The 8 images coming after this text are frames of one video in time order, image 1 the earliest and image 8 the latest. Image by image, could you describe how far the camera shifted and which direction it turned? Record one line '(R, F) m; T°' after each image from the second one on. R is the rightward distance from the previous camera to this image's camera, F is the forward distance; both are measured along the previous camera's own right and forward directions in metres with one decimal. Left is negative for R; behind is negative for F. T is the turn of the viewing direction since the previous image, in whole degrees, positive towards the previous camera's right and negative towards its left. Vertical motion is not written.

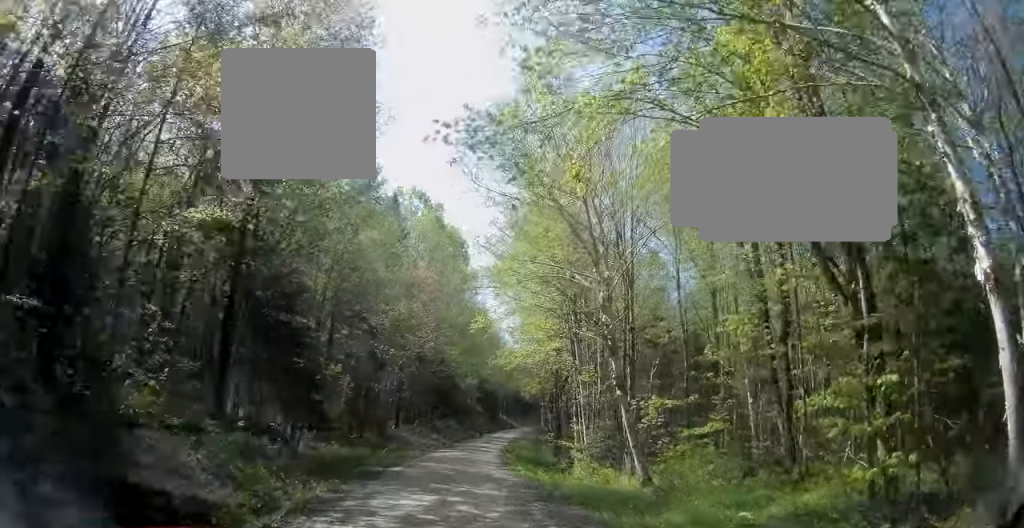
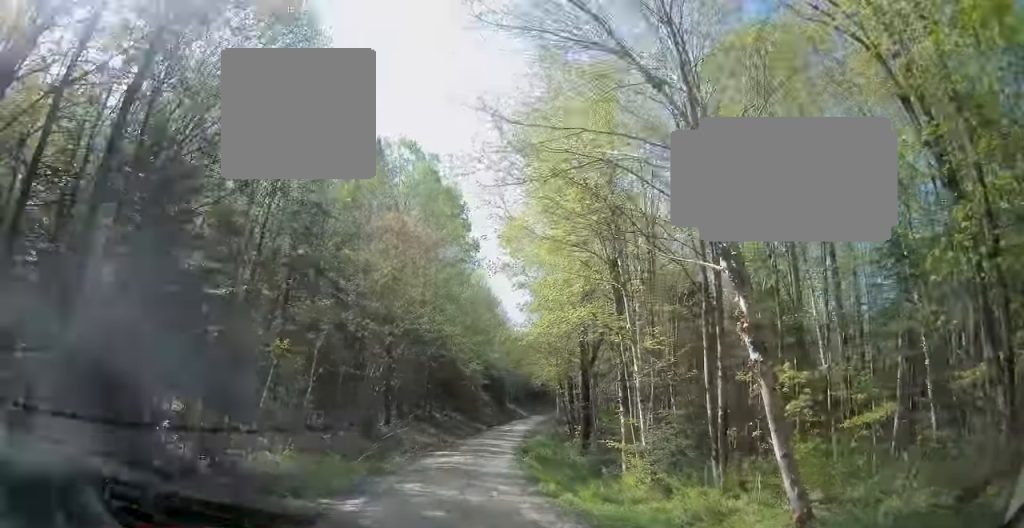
(-0.3, +8.3) m; +2°
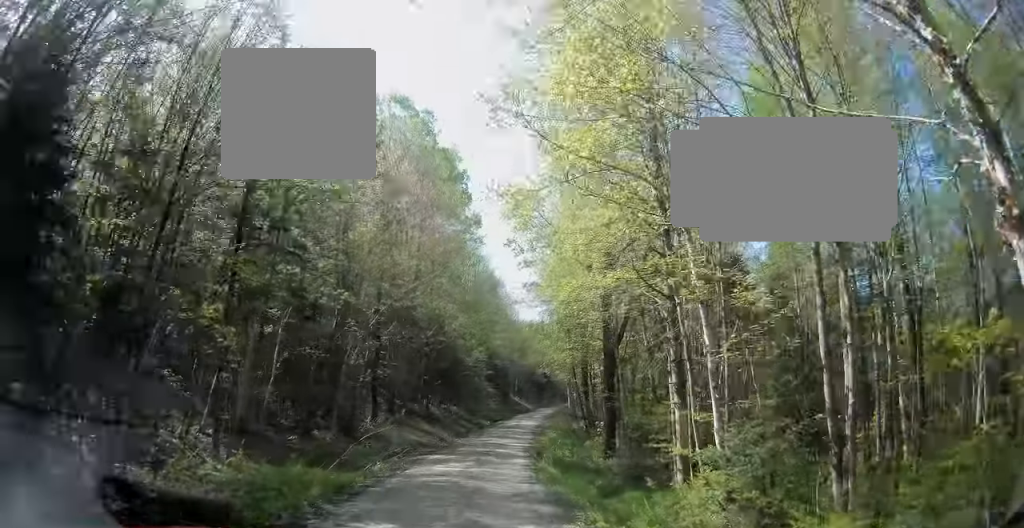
(+0.2, +5.7) m; 0°
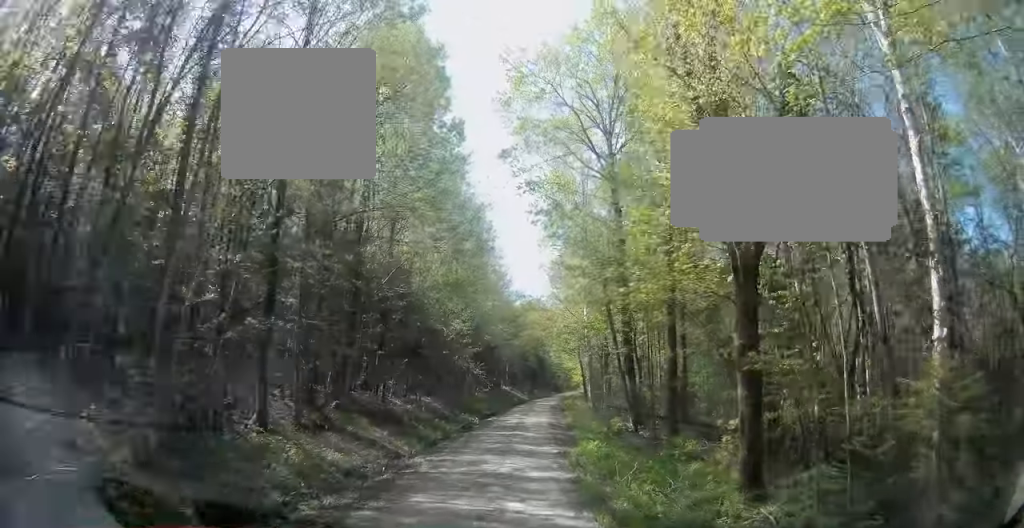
(-0.2, +15.9) m; 0°
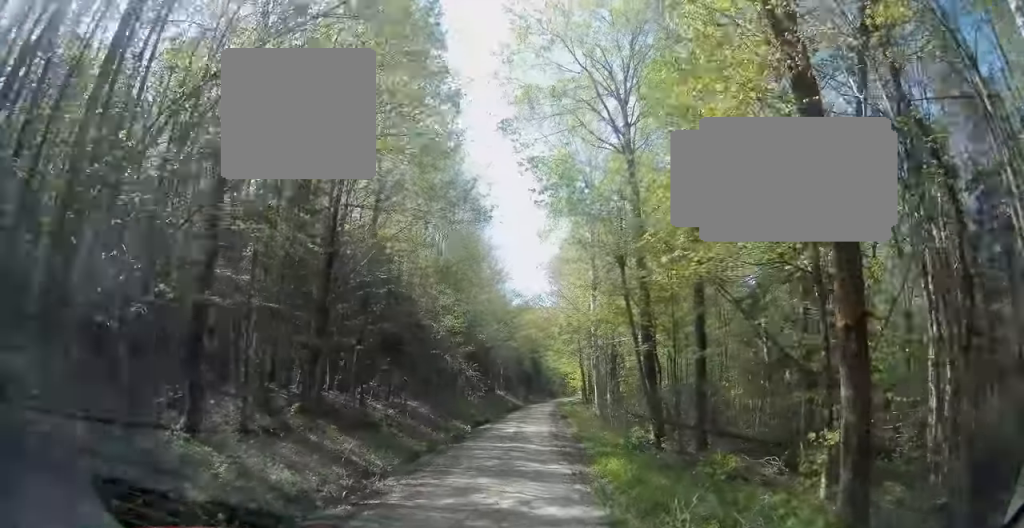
(+0.2, +4.0) m; +1°
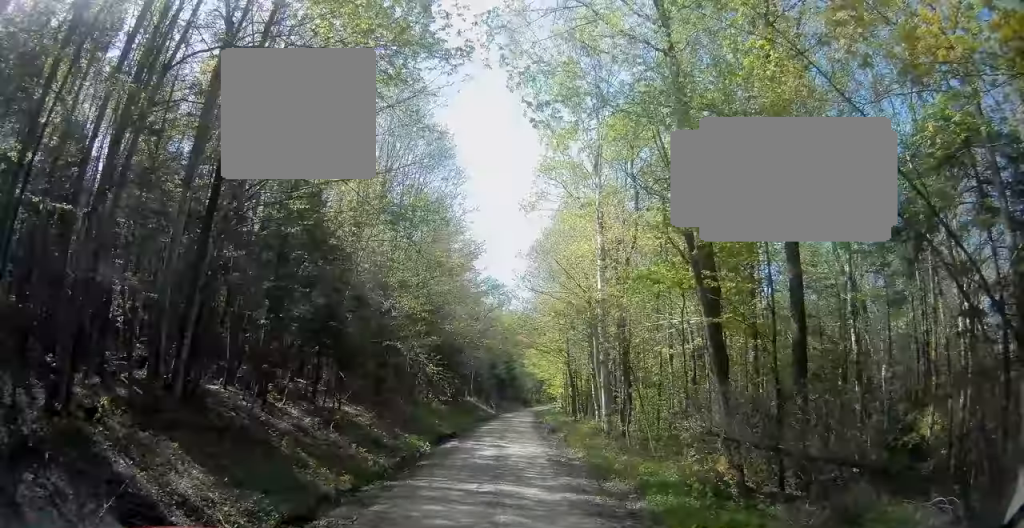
(+0.4, +8.8) m; +2°
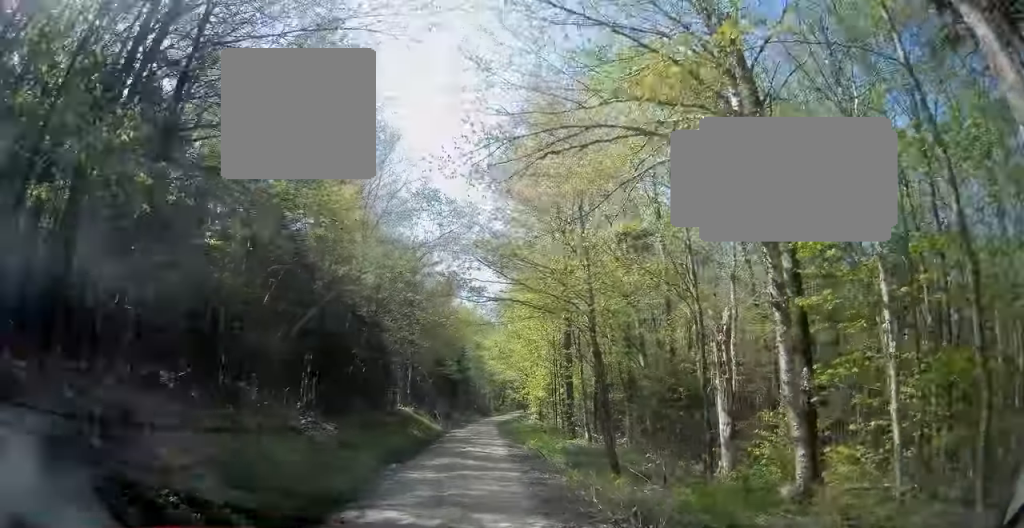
(+0.5, +23.6) m; +3°
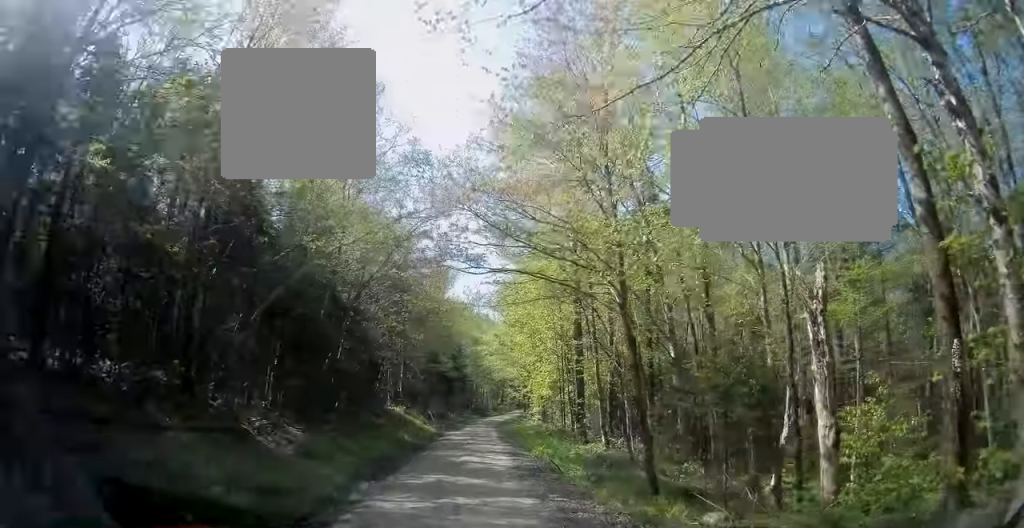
(+0.1, +4.4) m; +1°
